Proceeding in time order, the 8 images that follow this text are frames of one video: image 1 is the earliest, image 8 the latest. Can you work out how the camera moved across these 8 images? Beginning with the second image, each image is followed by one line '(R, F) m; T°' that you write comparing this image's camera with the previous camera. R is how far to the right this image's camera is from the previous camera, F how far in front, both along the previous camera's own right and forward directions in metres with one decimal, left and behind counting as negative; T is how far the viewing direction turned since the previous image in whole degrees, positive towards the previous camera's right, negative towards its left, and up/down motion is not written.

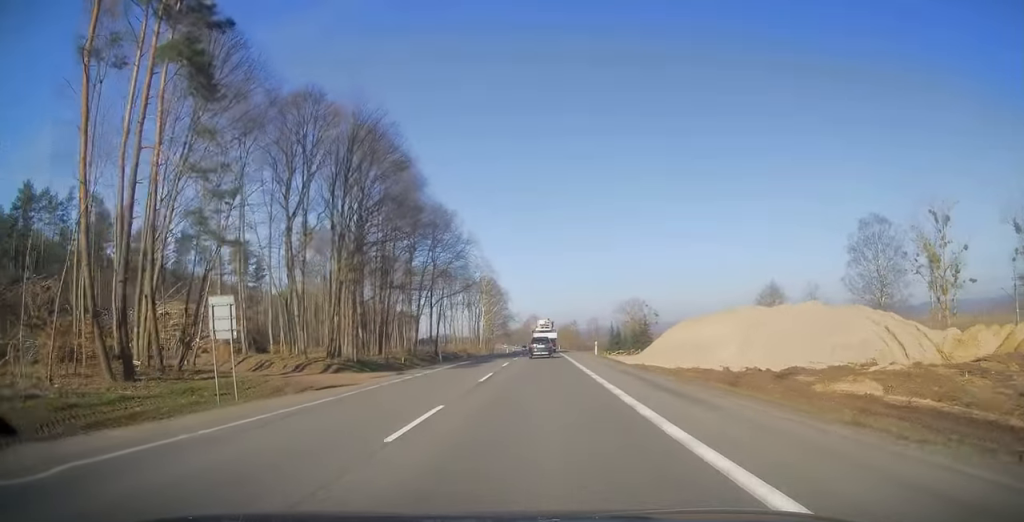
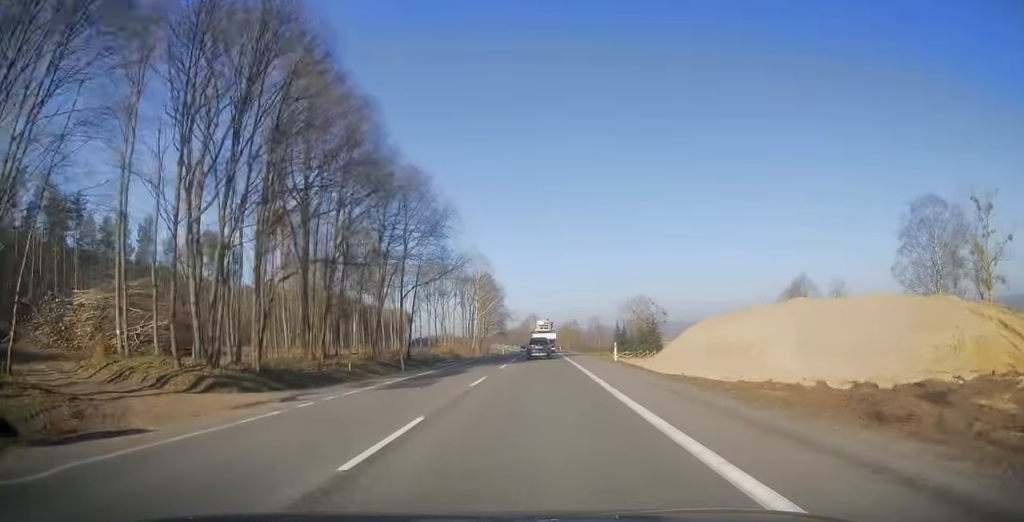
(+0.3, +13.8) m; 0°
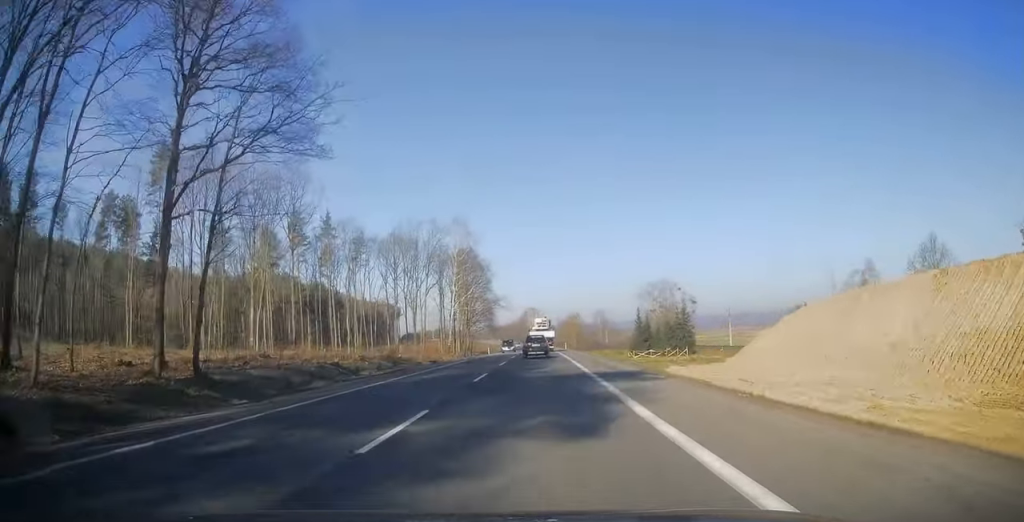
(-0.2, +34.7) m; 0°
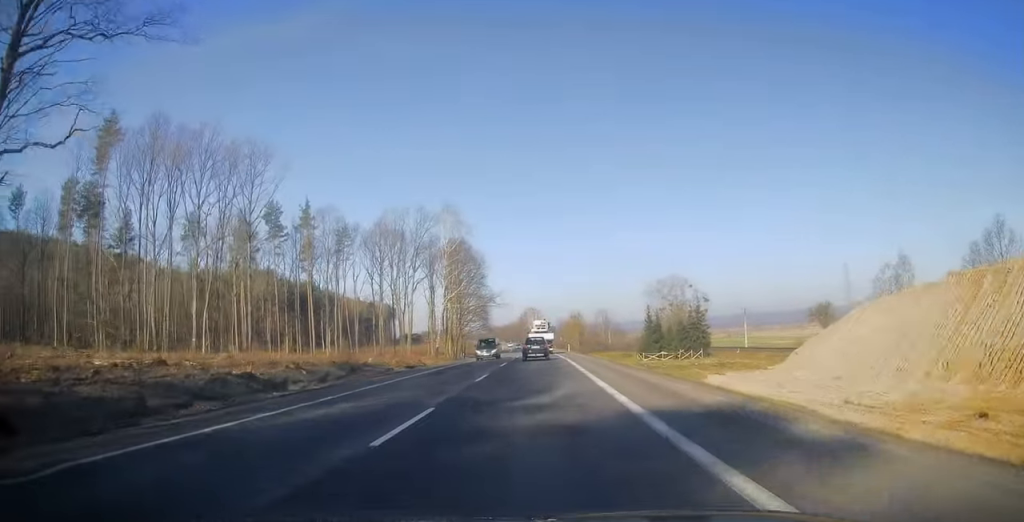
(+0.2, +11.2) m; 0°
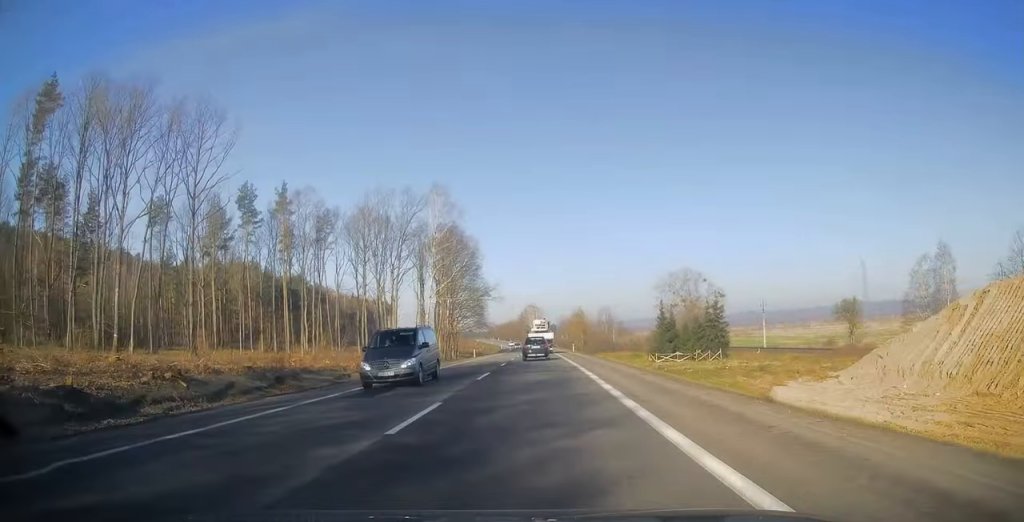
(-0.1, +11.1) m; -1°
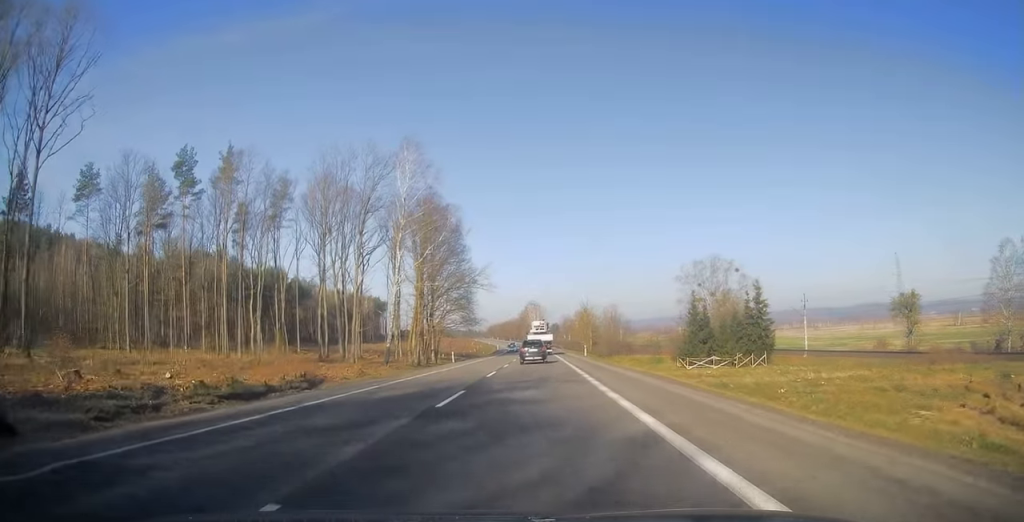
(-0.2, +19.7) m; -1°
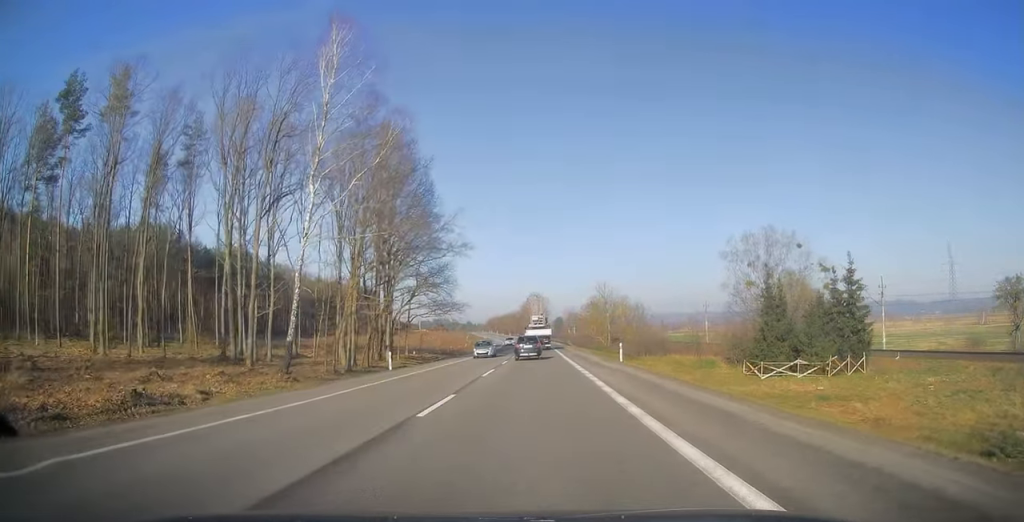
(0.0, +25.3) m; +1°
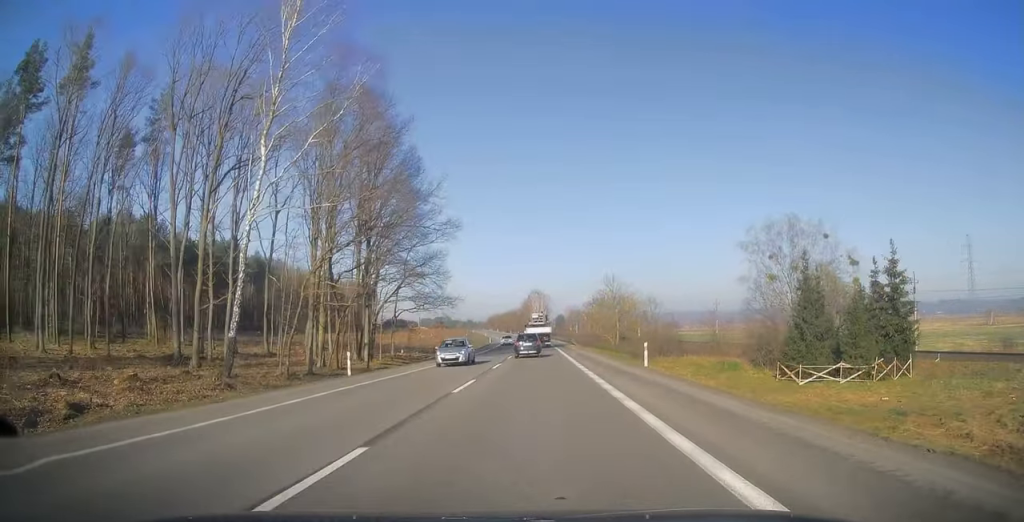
(+0.1, +7.6) m; 0°
